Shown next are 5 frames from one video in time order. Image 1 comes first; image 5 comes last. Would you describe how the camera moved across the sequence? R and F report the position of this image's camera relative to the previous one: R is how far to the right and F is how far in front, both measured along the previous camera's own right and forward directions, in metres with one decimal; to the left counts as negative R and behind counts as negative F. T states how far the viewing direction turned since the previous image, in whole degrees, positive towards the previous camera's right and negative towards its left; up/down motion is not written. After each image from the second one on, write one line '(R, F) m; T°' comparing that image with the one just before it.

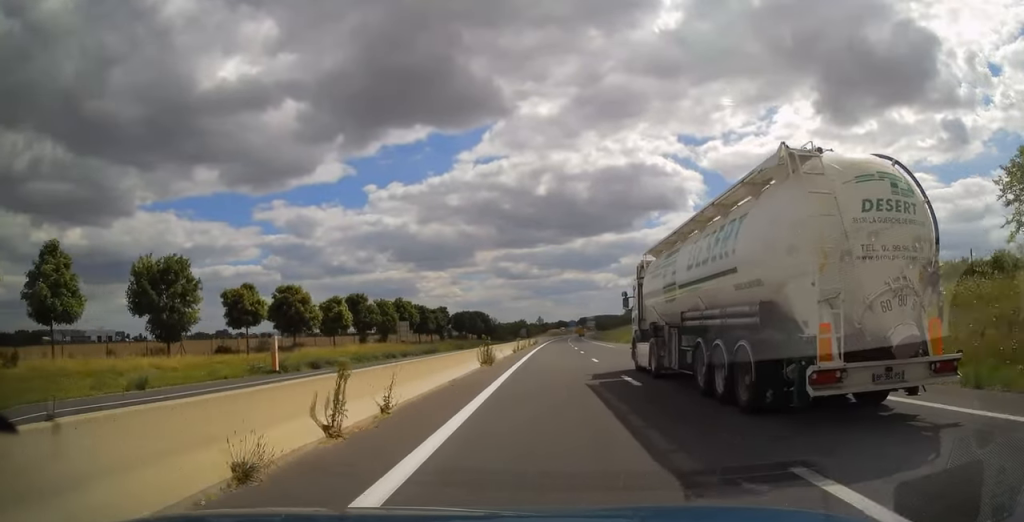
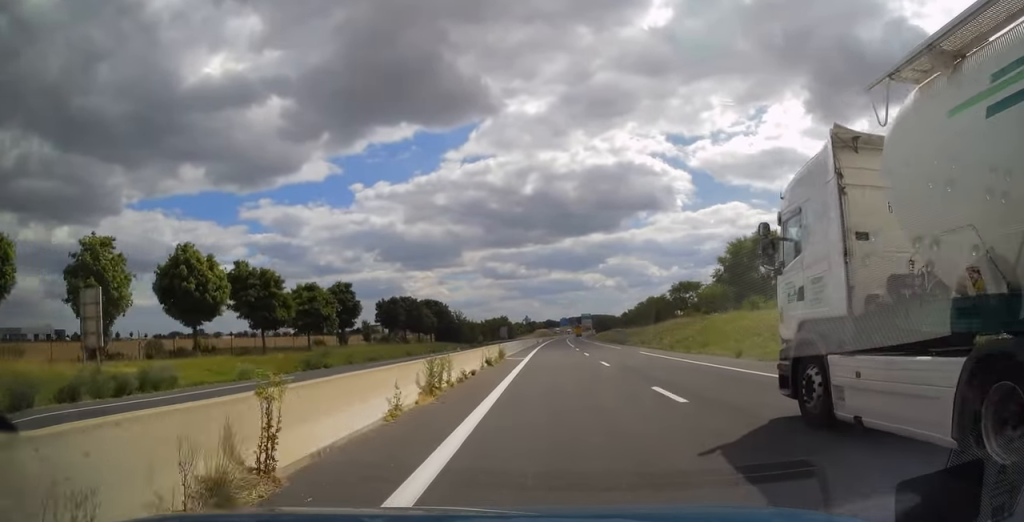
(+0.8, +56.5) m; +1°
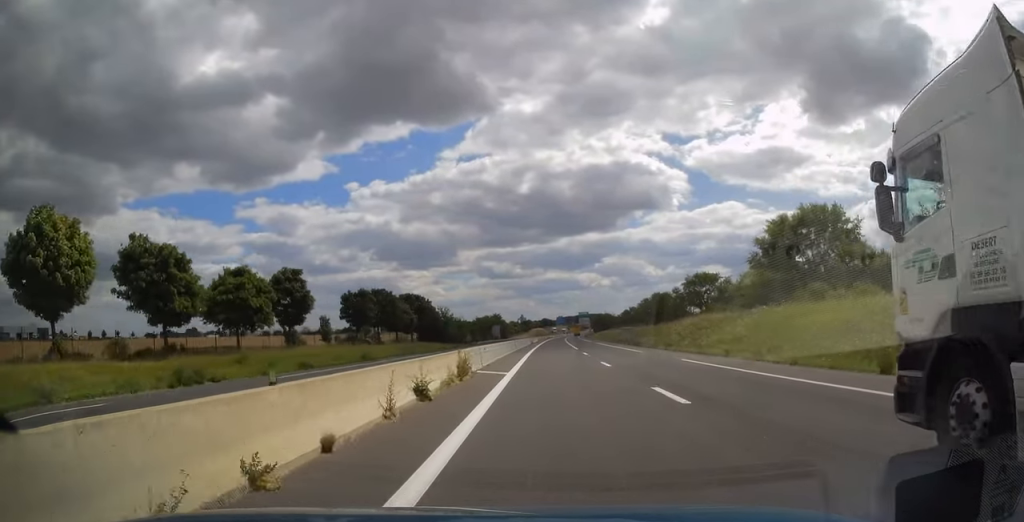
(-0.1, +13.7) m; 0°
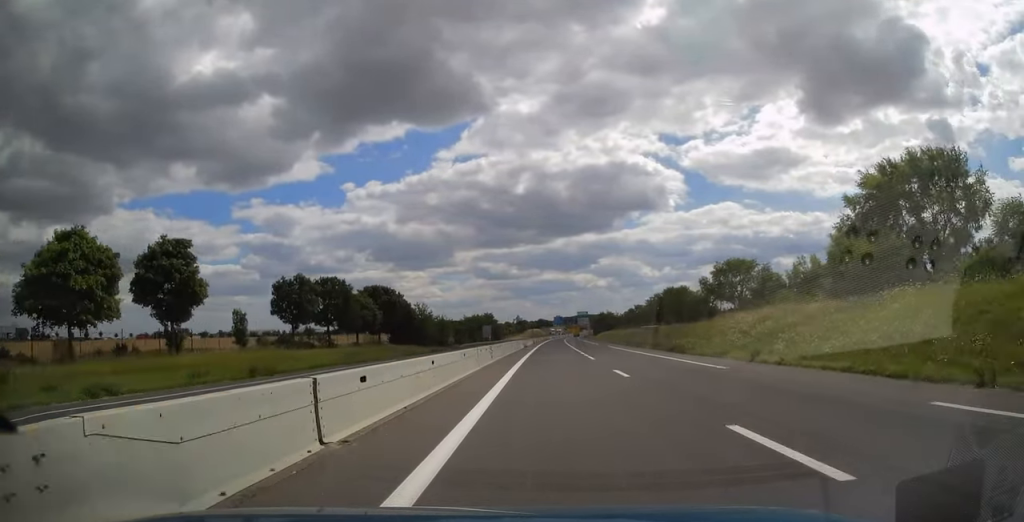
(0.0, +18.7) m; 0°
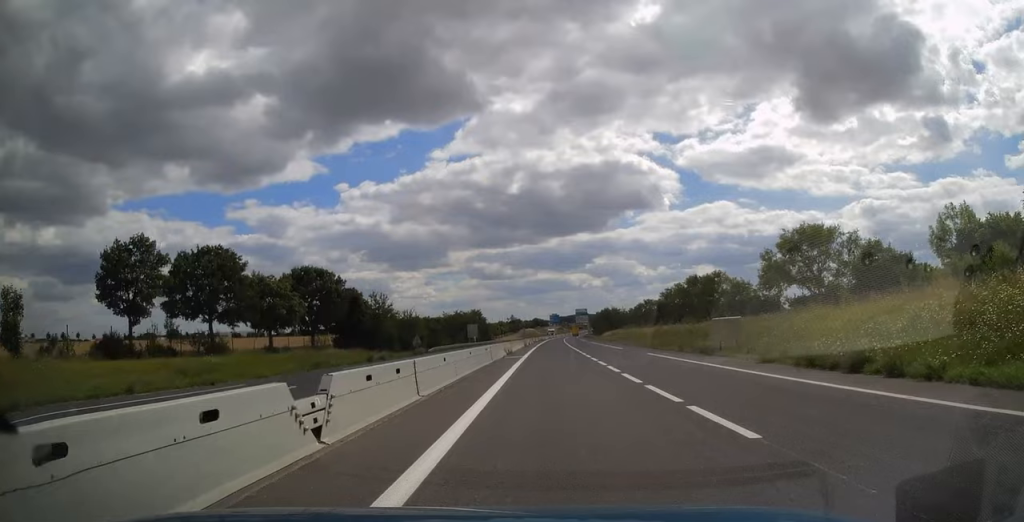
(+0.2, +24.1) m; +1°
